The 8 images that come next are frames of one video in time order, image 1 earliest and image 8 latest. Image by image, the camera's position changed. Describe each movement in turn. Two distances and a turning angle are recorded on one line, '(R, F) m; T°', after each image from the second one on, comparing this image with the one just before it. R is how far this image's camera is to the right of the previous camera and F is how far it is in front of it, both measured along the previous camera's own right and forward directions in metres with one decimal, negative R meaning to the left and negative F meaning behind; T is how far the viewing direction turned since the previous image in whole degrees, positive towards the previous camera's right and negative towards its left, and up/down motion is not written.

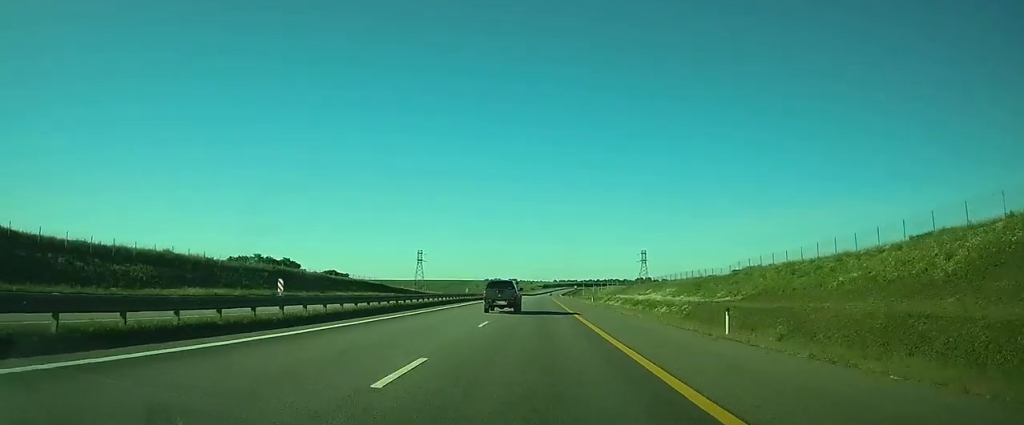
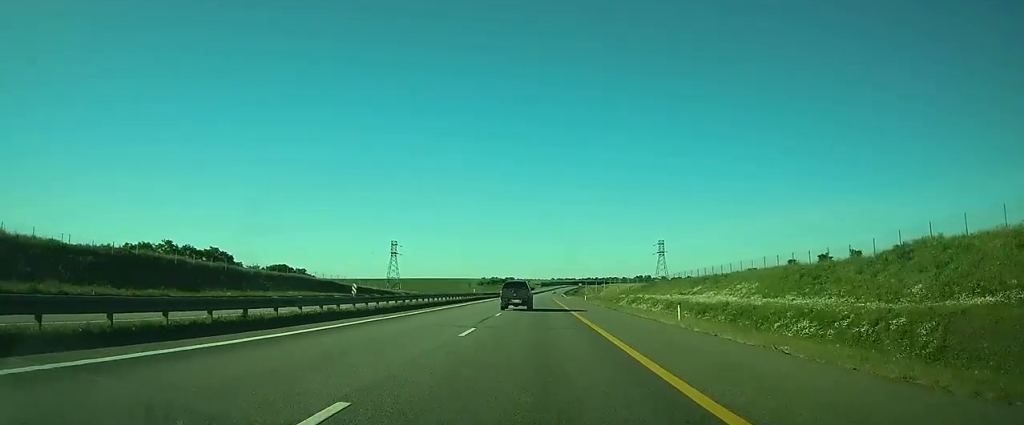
(0.0, +40.5) m; 0°
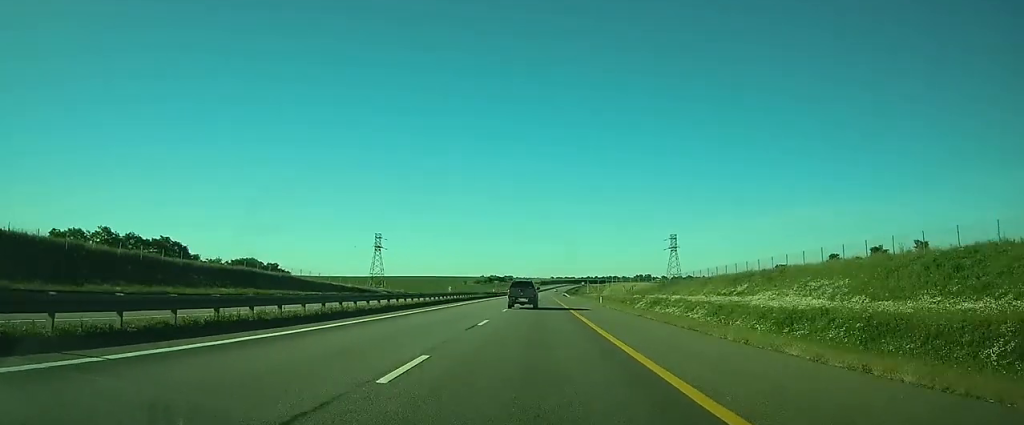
(0.0, +19.9) m; 0°
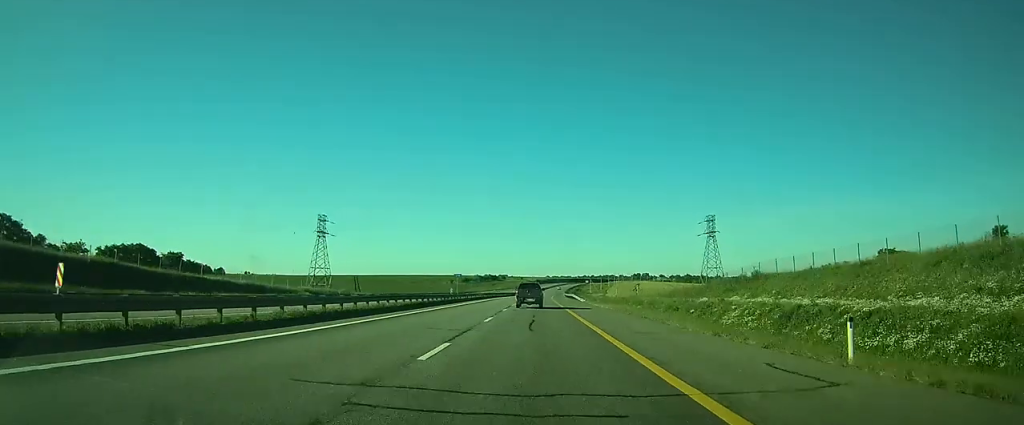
(+0.2, +45.8) m; +1°
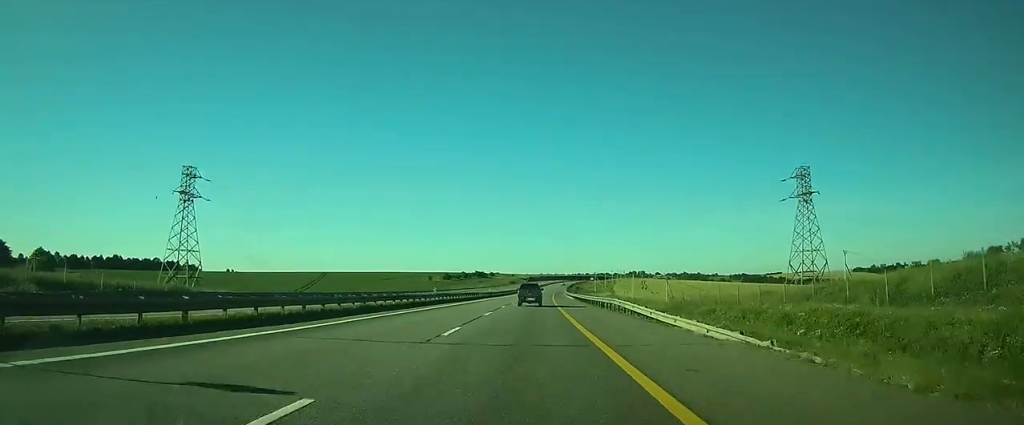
(+0.5, +55.1) m; +1°
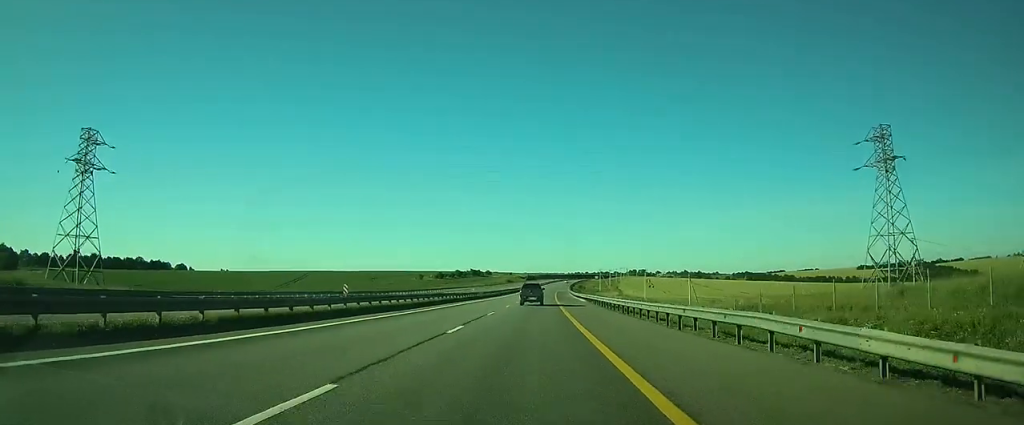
(0.0, +23.2) m; 0°
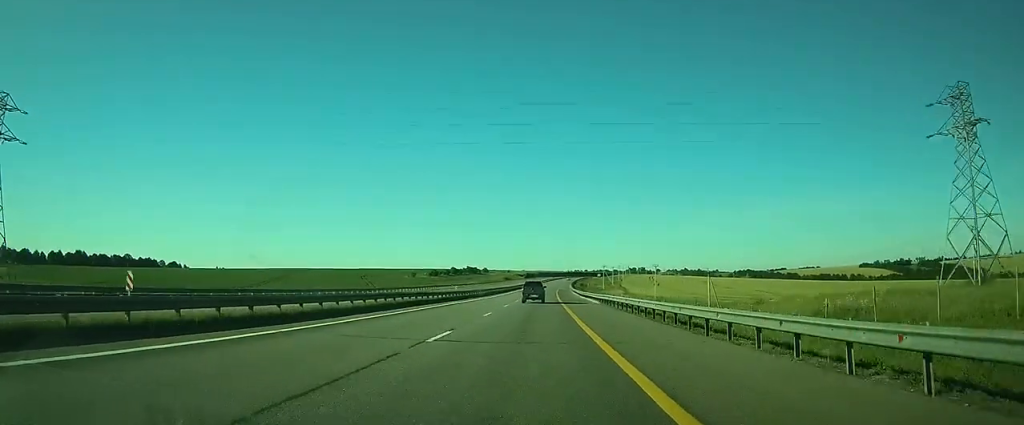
(0.0, +15.2) m; 0°
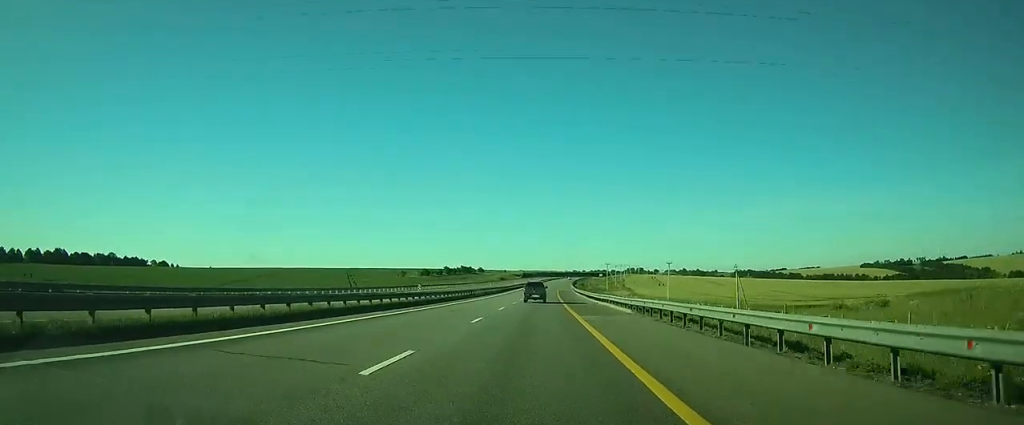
(0.0, +17.2) m; 0°
